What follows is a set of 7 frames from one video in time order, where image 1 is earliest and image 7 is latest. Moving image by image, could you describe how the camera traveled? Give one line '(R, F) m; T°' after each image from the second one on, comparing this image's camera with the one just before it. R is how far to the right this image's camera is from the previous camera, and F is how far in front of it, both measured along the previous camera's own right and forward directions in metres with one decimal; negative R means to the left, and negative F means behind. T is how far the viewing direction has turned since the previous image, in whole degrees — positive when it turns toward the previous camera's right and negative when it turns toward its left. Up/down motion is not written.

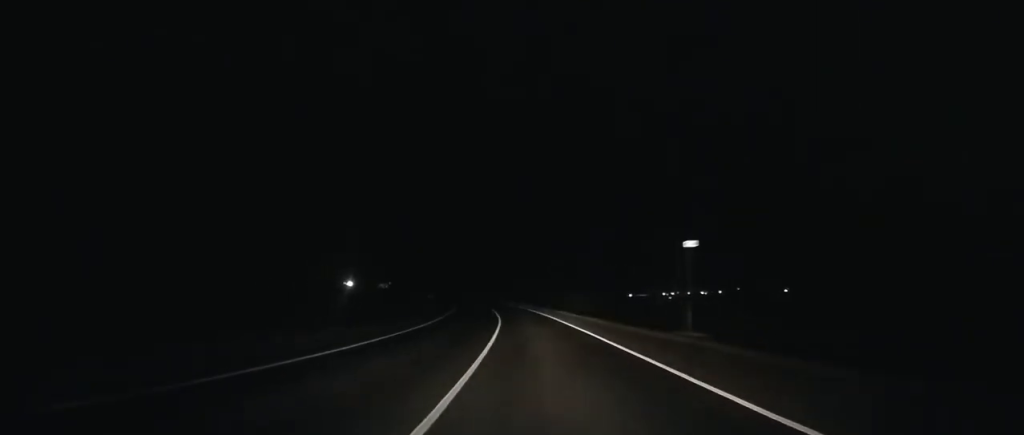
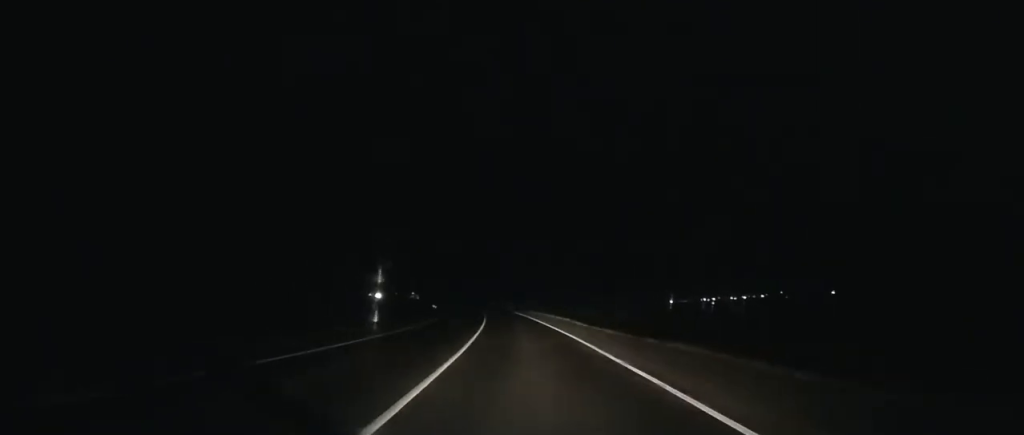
(-1.4, +36.2) m; -4°
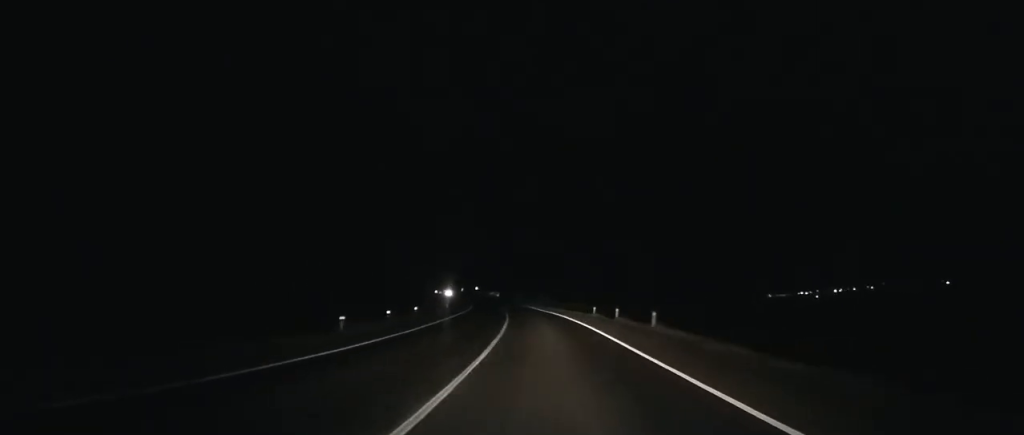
(-5.4, +77.1) m; -8°
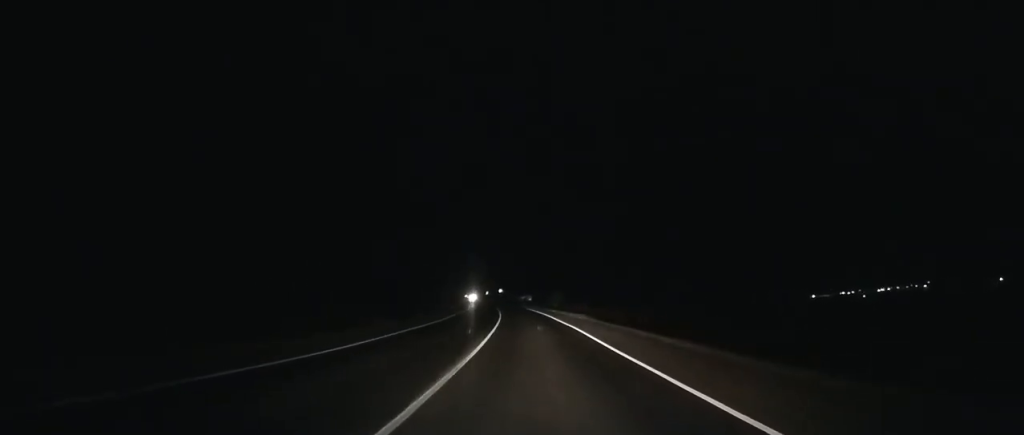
(-1.7, +42.1) m; -4°
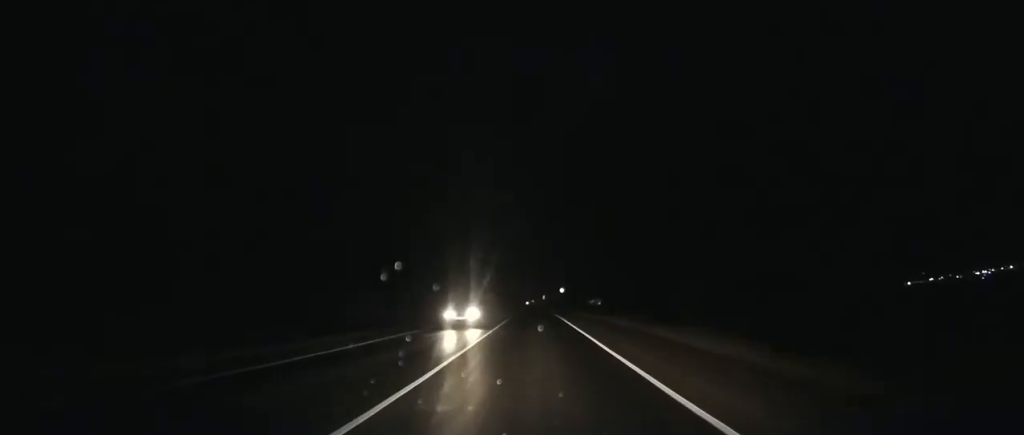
(-5.6, +98.5) m; -5°
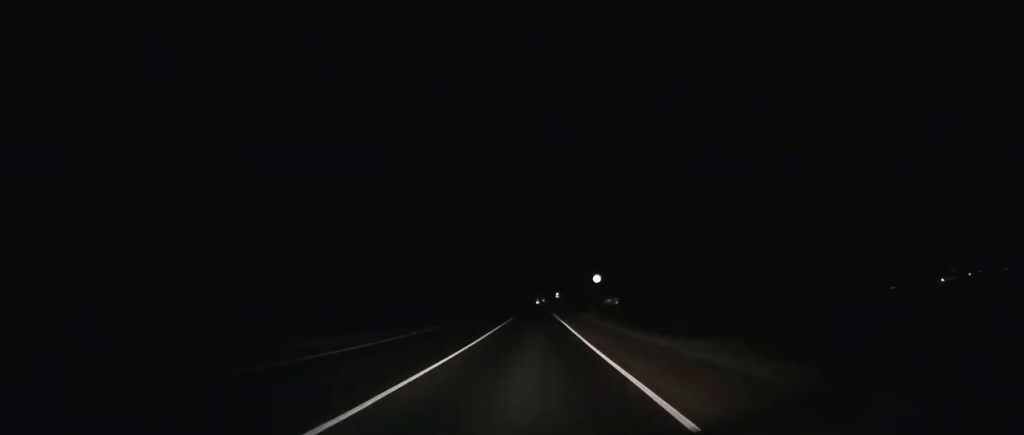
(-0.9, +58.6) m; -1°
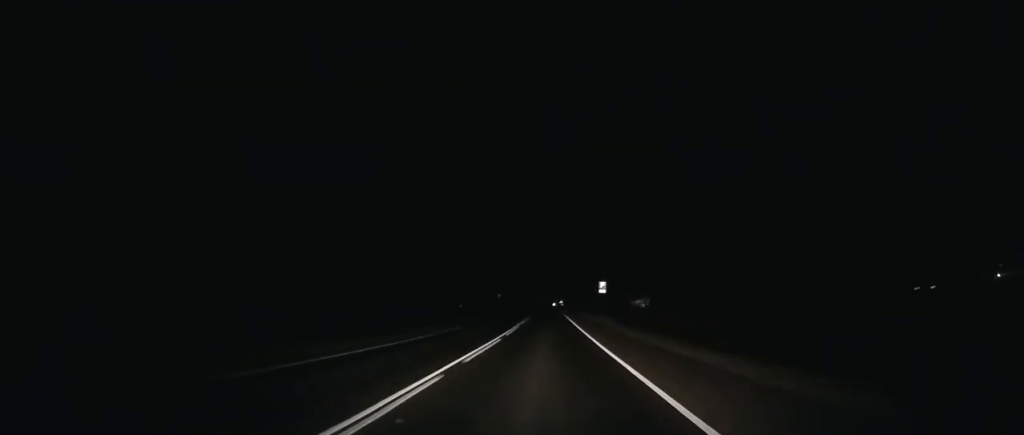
(-0.7, +93.6) m; -1°
